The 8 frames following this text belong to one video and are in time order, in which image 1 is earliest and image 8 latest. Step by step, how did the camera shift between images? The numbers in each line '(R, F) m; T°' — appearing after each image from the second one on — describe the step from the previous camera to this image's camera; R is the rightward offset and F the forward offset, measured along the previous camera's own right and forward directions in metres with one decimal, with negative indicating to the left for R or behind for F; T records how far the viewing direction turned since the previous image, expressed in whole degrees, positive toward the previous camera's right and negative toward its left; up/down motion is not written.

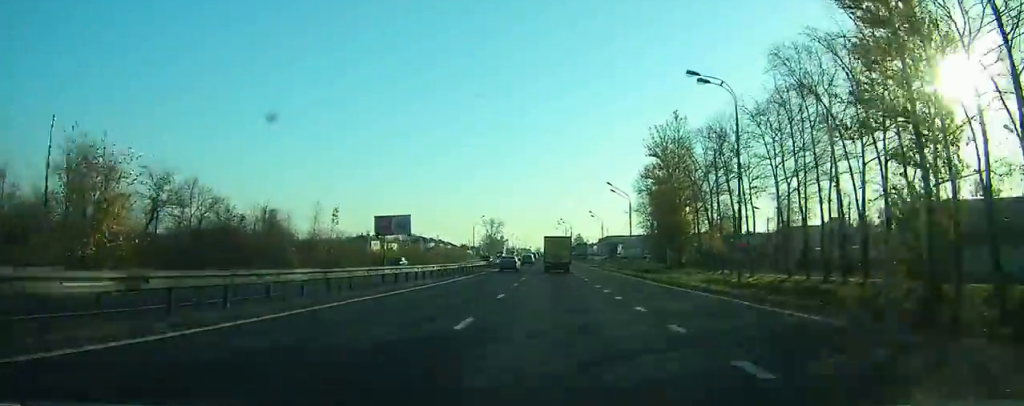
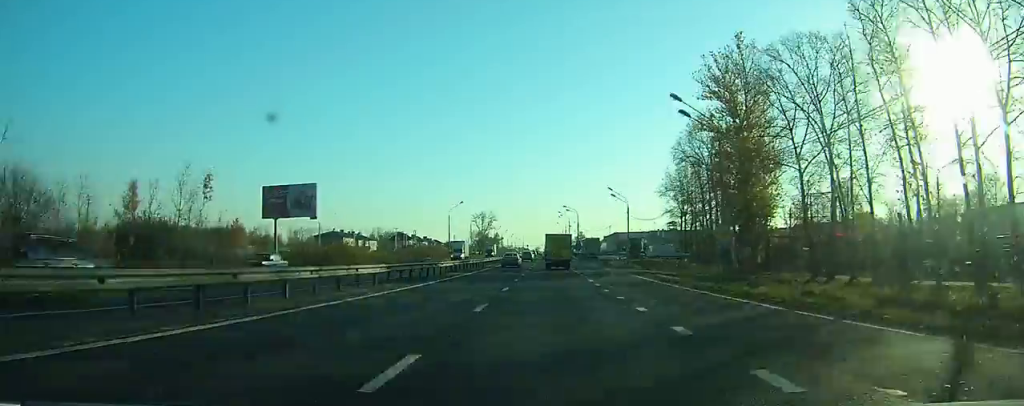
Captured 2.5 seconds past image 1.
(0.0, +36.6) m; 0°
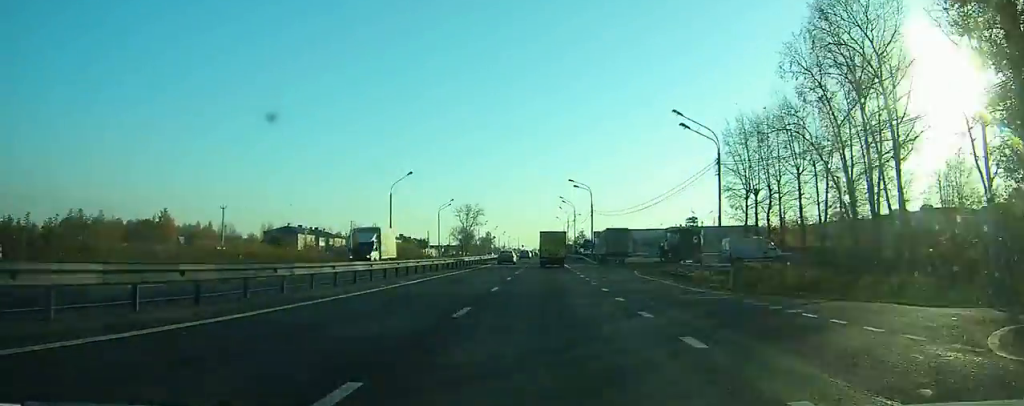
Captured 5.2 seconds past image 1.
(+0.1, +42.0) m; 0°
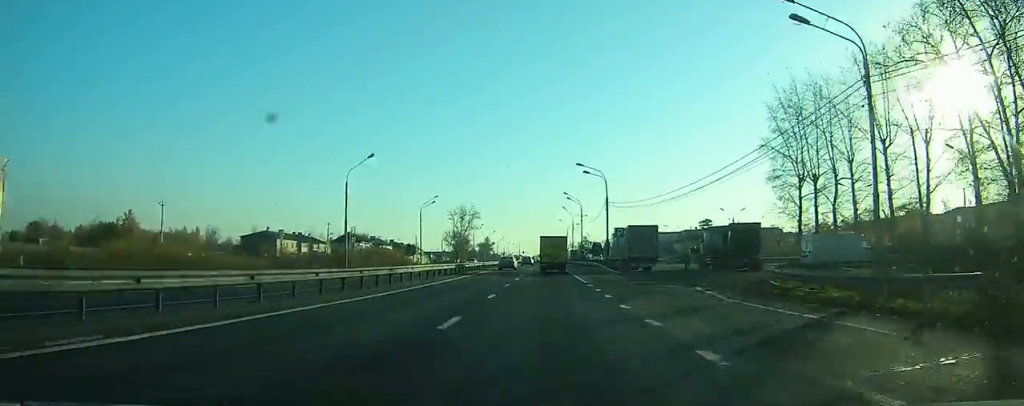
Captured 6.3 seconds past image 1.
(+0.1, +18.0) m; 0°
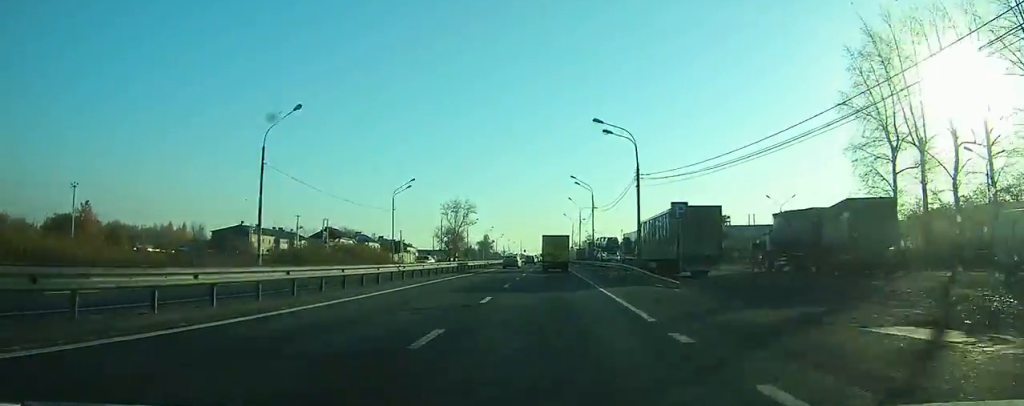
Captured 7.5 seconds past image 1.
(0.0, +19.5) m; 0°
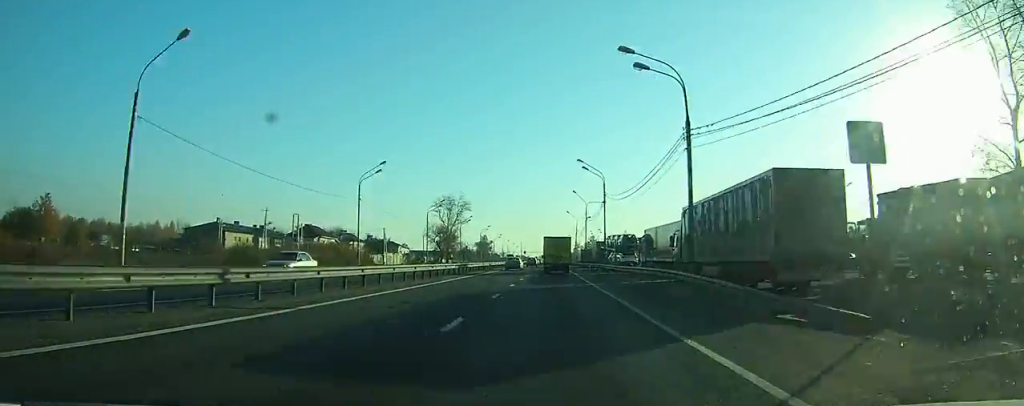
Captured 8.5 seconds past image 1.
(-0.1, +15.5) m; 0°
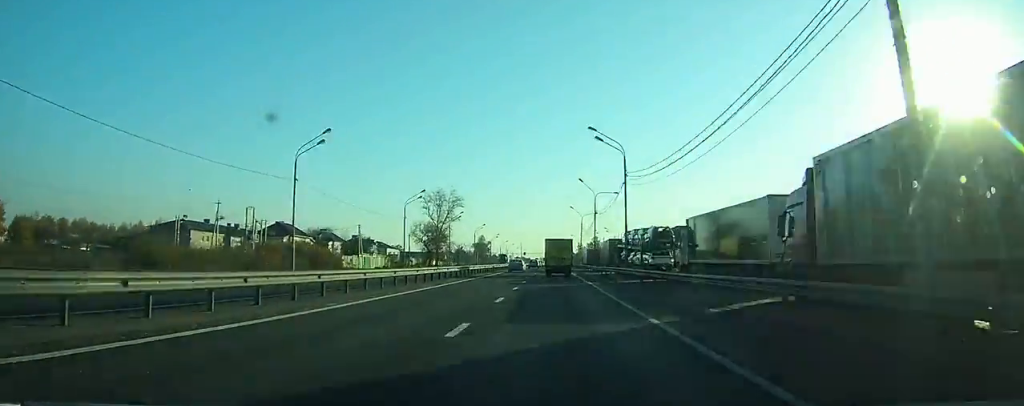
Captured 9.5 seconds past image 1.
(0.0, +17.9) m; 0°
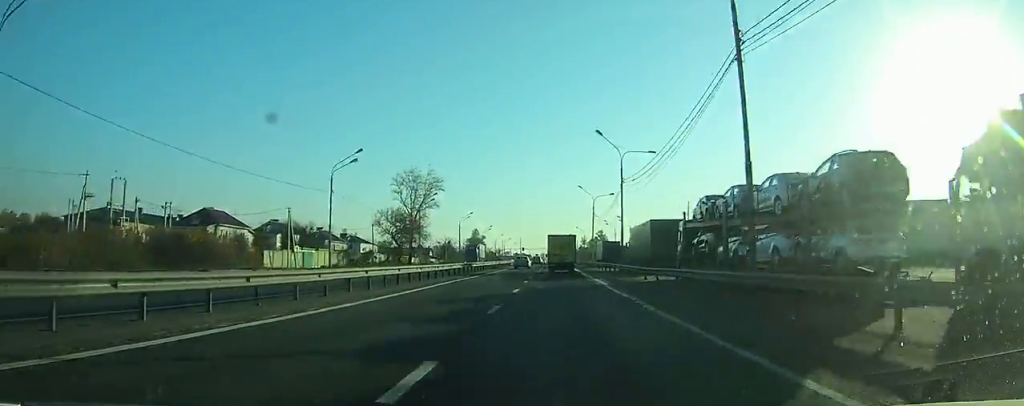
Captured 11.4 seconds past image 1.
(0.0, +31.5) m; 0°
